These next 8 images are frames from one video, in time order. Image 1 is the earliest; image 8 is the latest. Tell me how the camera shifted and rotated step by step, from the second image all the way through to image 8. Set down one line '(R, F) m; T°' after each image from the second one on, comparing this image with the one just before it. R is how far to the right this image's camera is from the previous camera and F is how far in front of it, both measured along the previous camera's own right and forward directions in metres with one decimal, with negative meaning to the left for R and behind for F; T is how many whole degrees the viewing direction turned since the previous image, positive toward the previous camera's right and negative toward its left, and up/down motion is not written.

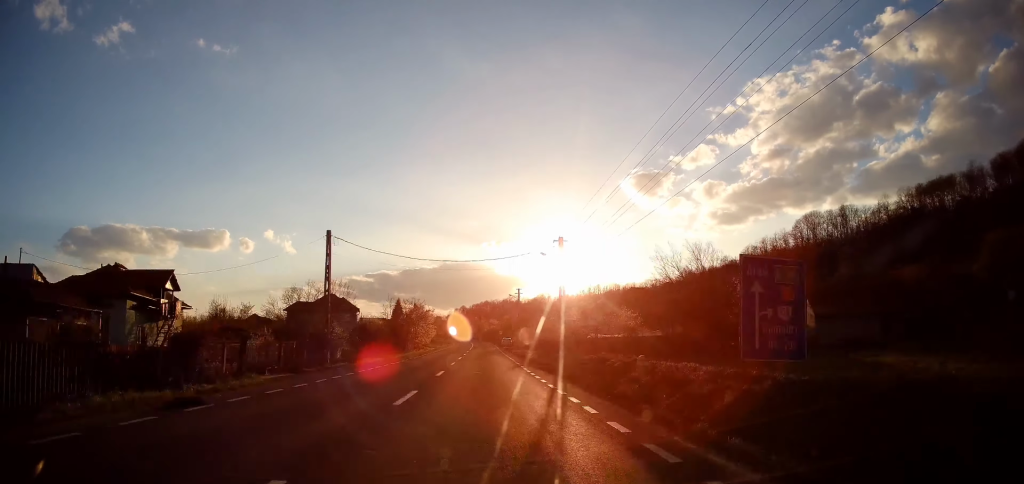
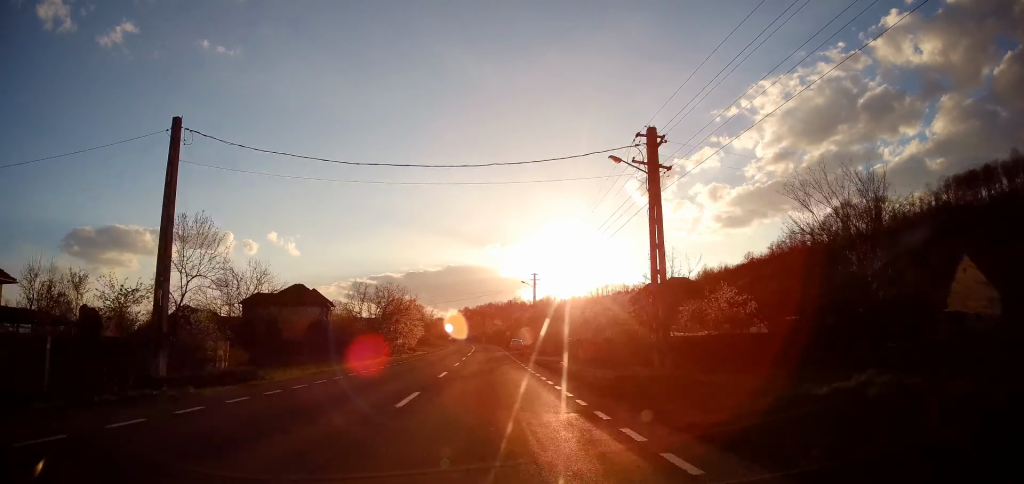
(+0.5, +18.9) m; 0°
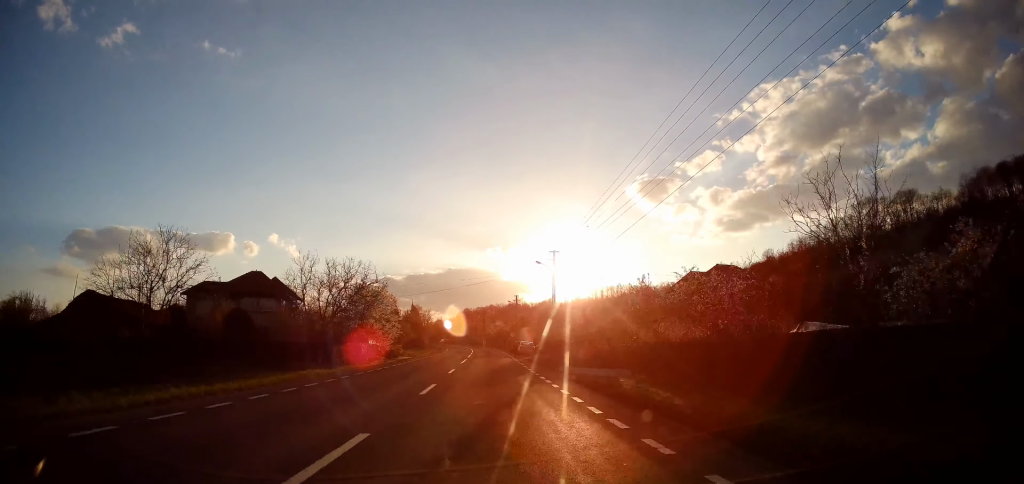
(+0.3, +15.4) m; 0°
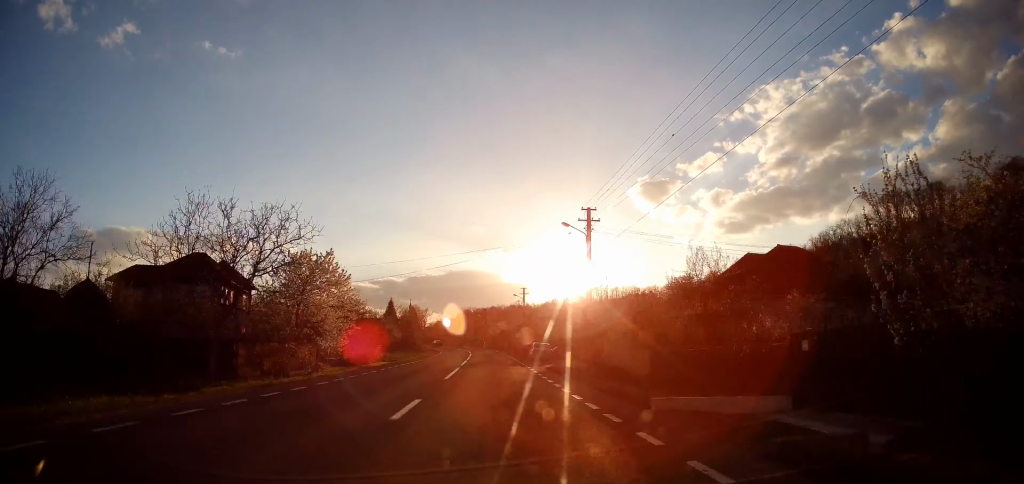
(-0.6, +13.5) m; -1°
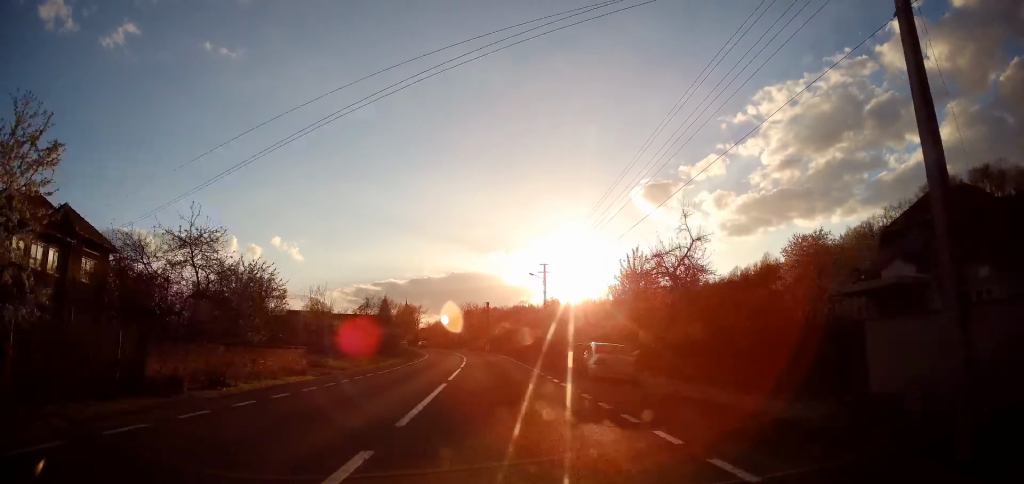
(+0.1, +22.1) m; 0°
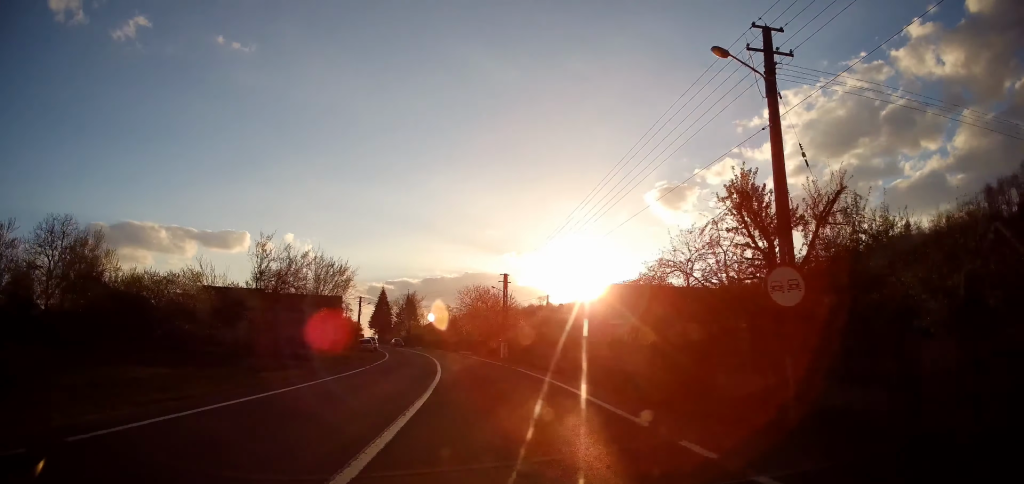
(-0.5, +36.8) m; -1°
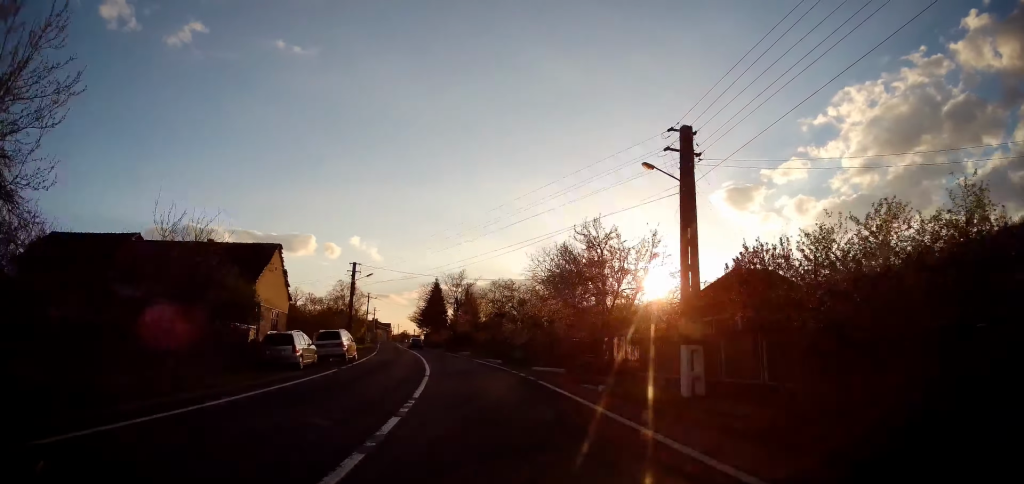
(0.0, +37.7) m; -3°
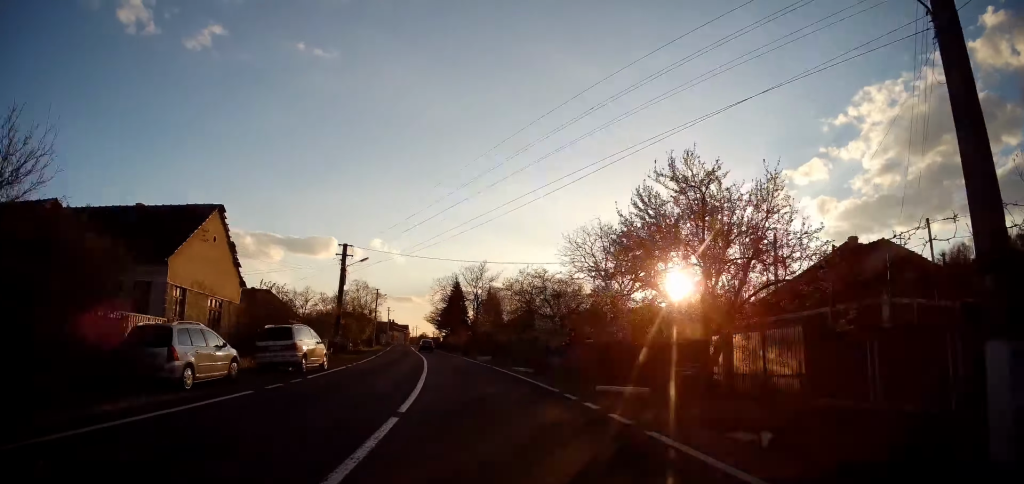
(-0.5, +10.2) m; -3°
